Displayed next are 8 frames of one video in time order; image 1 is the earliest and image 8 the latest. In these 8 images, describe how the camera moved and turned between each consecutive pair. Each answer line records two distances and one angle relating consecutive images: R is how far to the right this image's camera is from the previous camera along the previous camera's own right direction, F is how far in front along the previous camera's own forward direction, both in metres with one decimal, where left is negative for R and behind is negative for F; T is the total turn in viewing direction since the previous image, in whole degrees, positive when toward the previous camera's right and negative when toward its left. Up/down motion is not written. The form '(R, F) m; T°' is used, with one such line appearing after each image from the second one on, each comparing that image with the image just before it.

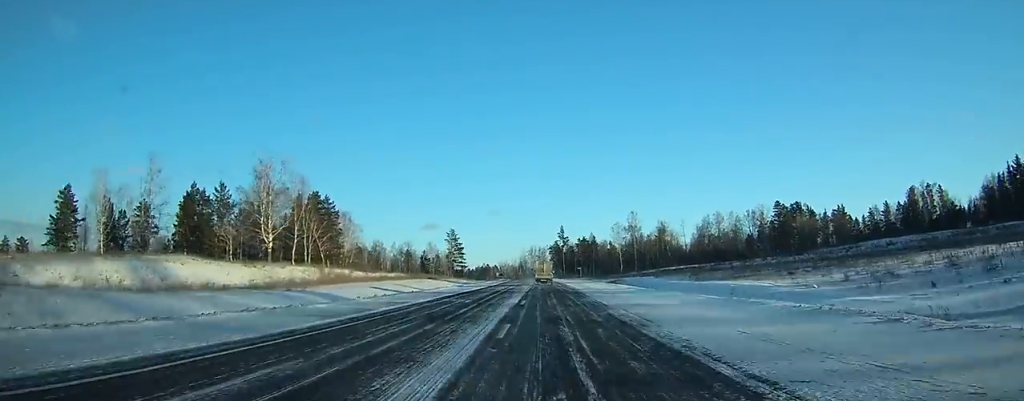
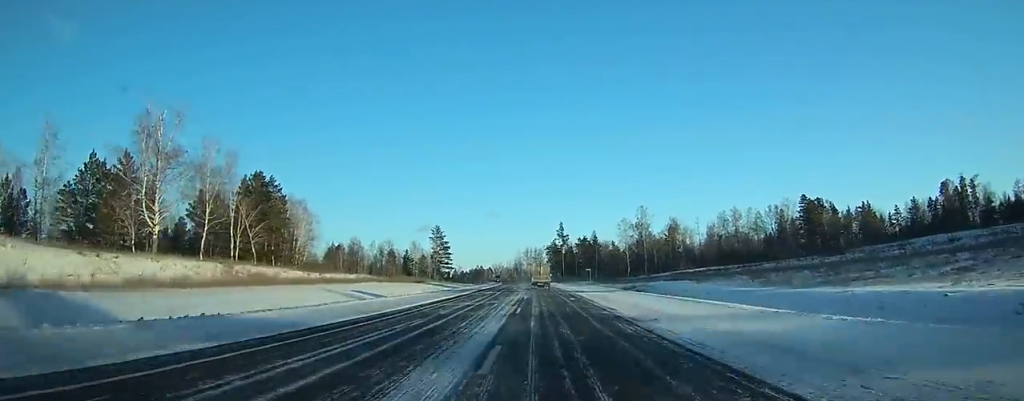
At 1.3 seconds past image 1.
(+0.1, +29.2) m; 0°
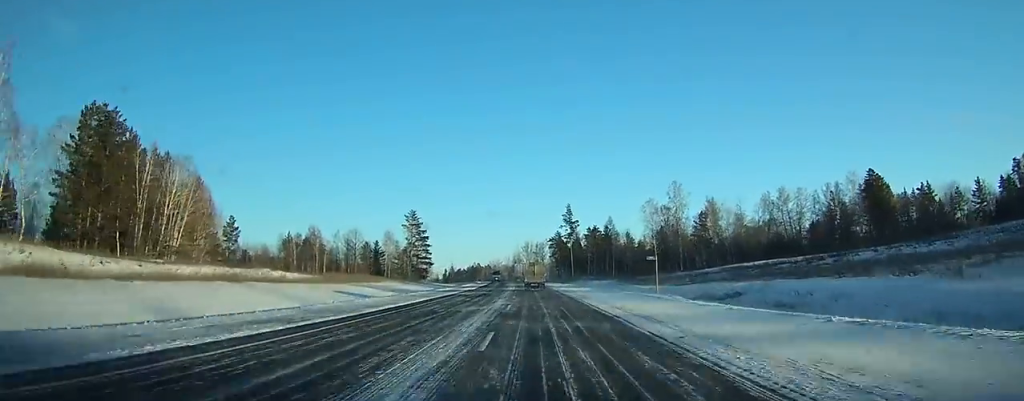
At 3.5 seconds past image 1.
(-0.3, +48.2) m; -1°
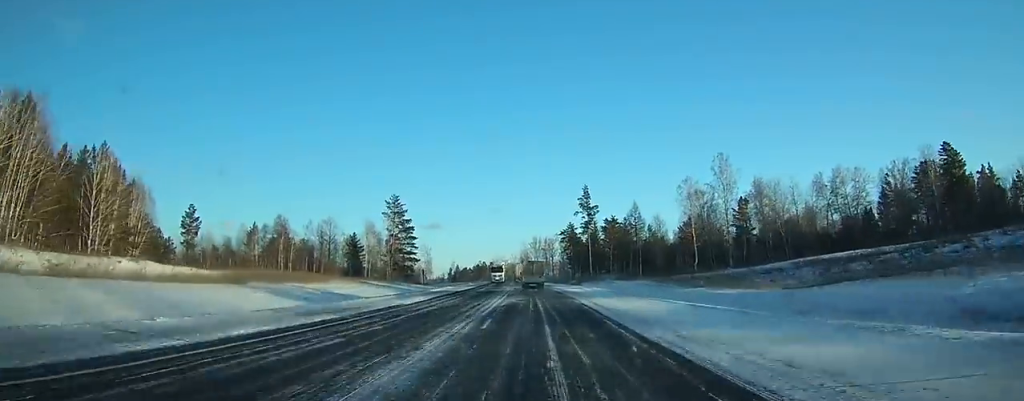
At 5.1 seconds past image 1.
(-0.3, +33.7) m; -1°
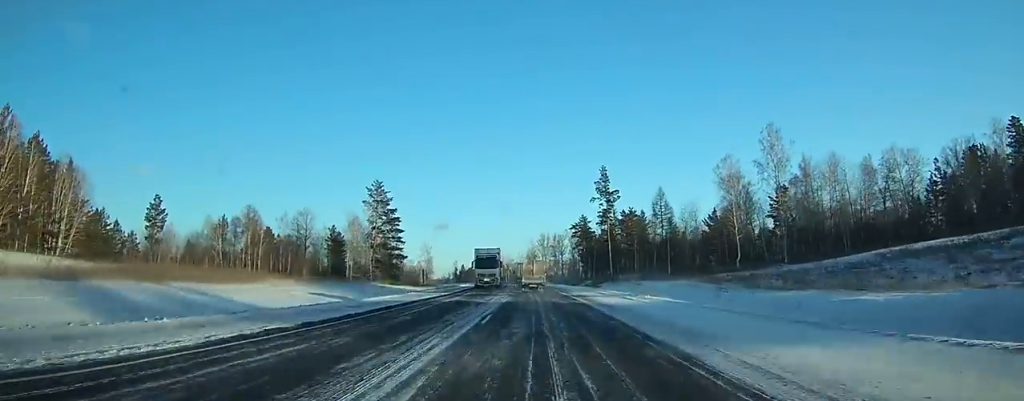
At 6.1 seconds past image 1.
(-0.3, +23.3) m; -1°
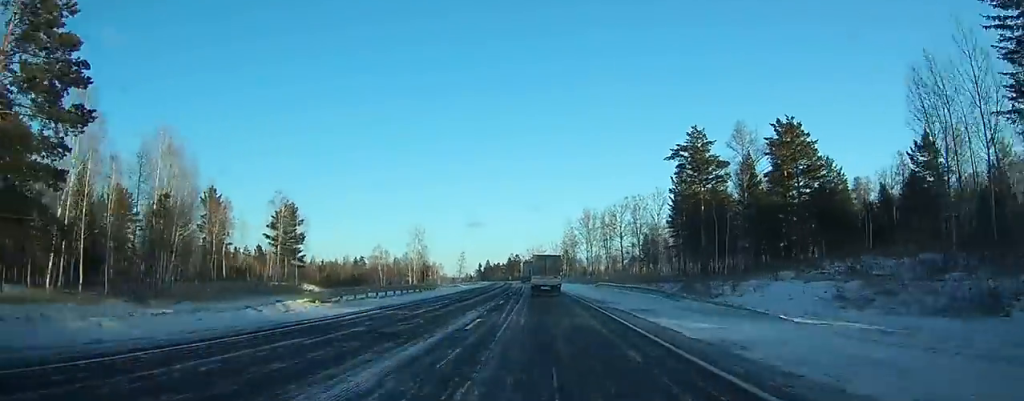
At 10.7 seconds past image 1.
(-2.4, +92.8) m; -3°
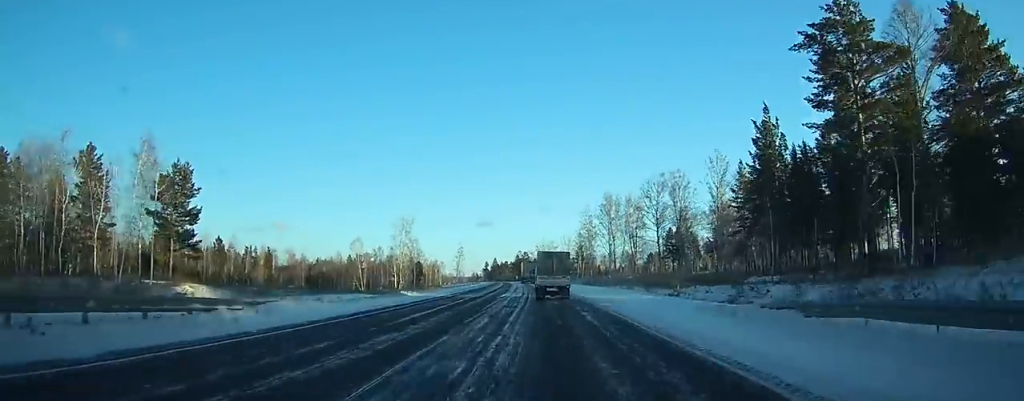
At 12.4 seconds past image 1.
(-0.5, +34.0) m; -1°
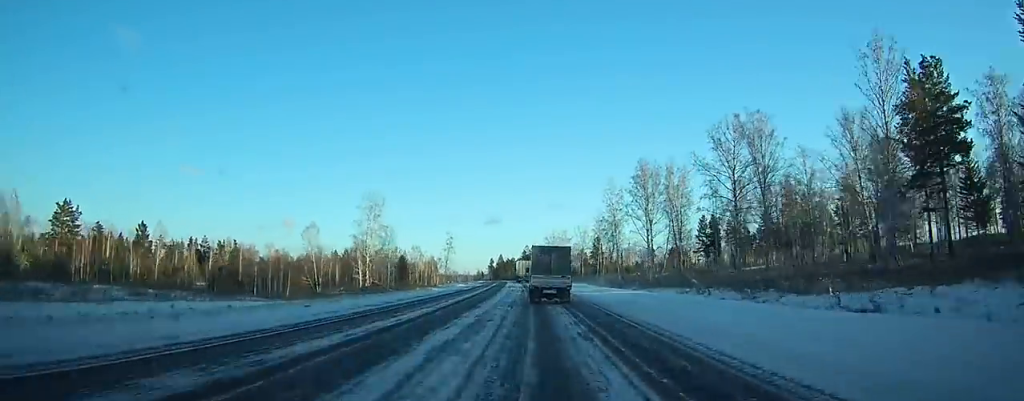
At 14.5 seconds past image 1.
(-0.2, +42.5) m; -1°
